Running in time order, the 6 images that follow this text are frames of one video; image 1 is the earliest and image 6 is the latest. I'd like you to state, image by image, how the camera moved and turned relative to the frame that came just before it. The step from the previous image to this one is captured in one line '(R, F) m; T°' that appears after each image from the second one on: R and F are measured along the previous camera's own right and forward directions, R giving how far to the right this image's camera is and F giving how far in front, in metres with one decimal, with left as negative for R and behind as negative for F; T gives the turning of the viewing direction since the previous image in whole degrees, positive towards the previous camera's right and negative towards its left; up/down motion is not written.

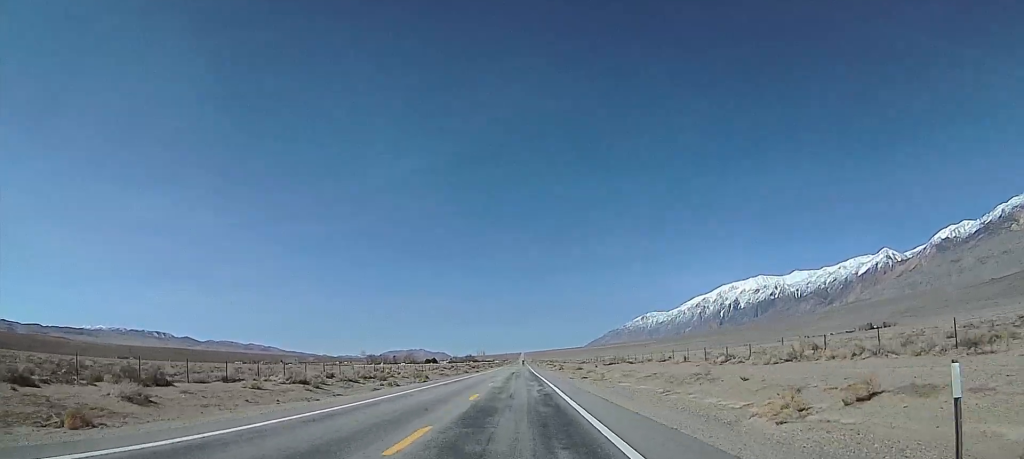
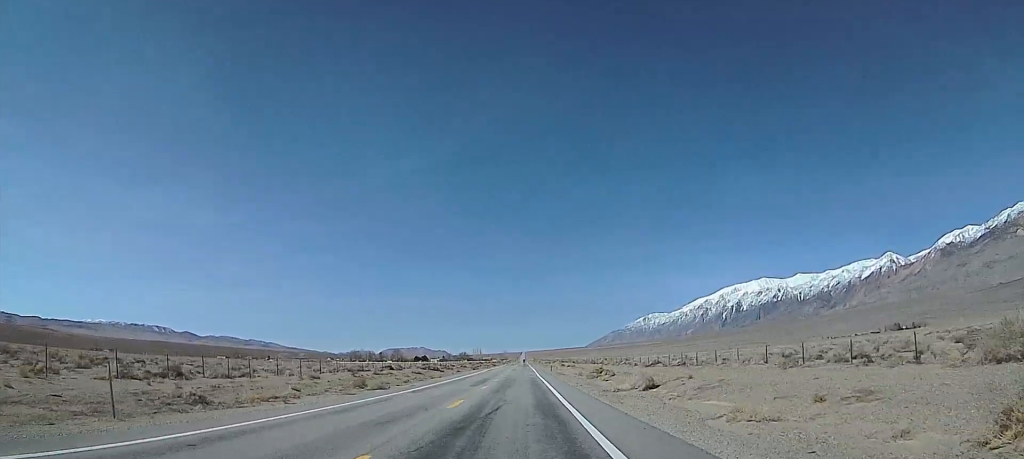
(-0.1, +77.6) m; 0°
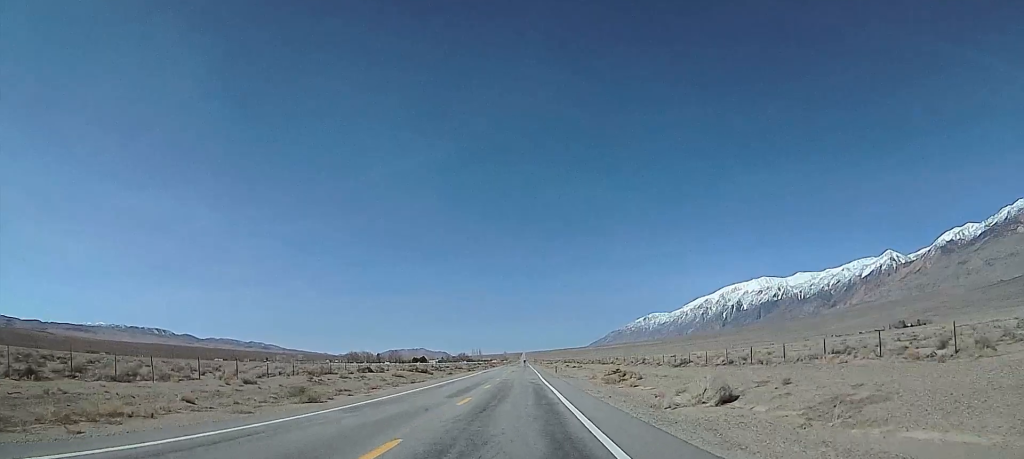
(0.0, +12.3) m; 0°
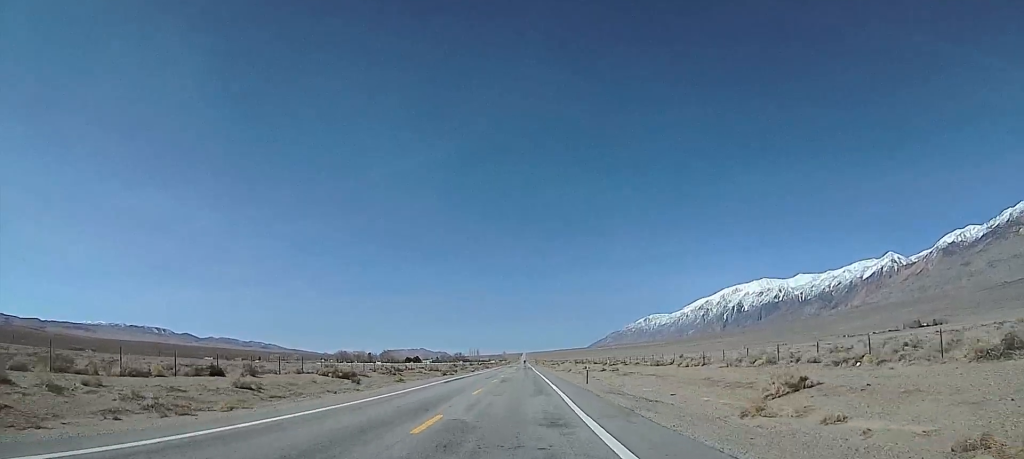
(0.0, +38.8) m; 0°
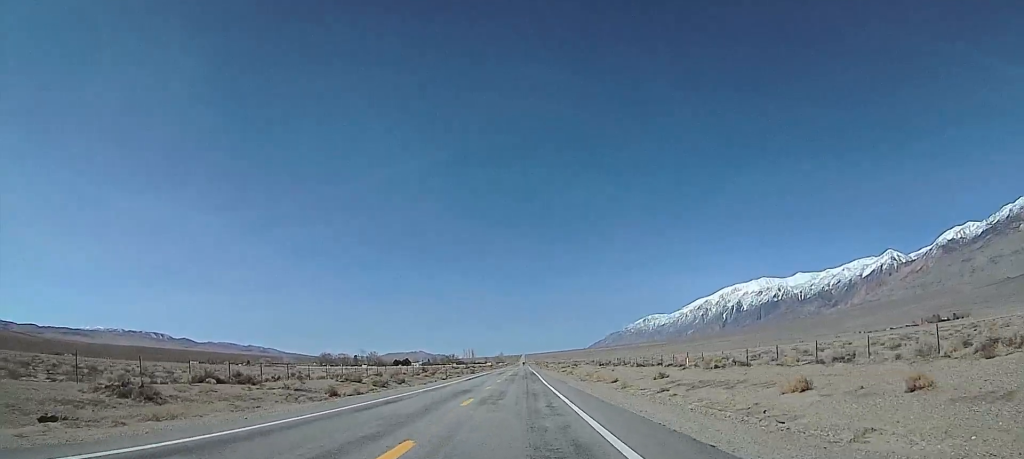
(-0.1, +49.3) m; 0°
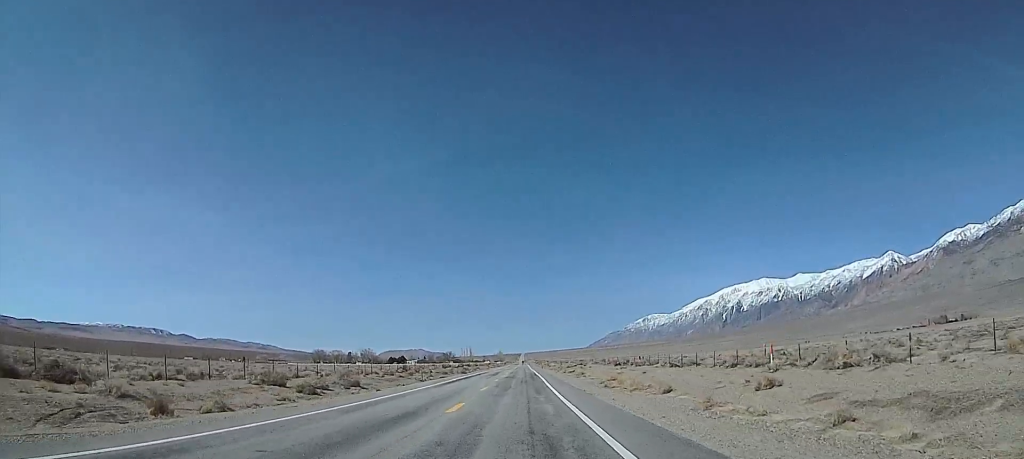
(0.0, +18.1) m; 0°
